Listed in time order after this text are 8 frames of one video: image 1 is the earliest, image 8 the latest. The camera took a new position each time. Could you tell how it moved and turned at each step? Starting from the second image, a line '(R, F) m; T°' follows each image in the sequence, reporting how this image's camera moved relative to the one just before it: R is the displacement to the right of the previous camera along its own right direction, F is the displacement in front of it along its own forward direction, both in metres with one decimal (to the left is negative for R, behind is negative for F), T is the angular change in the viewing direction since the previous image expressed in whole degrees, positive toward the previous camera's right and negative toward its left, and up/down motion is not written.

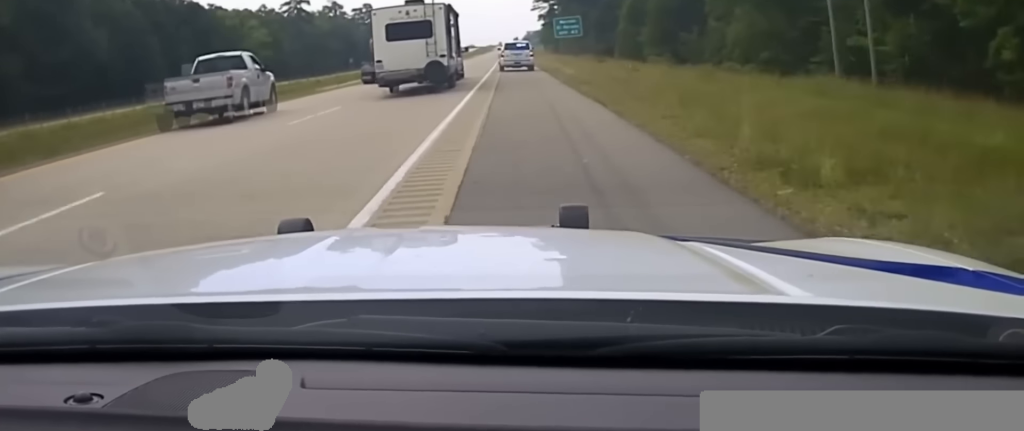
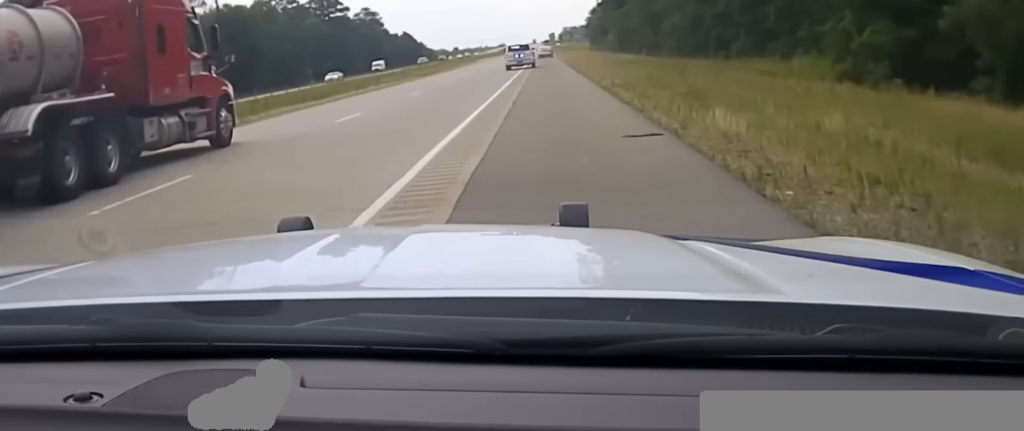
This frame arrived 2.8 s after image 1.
(-2.3, +124.1) m; -2°
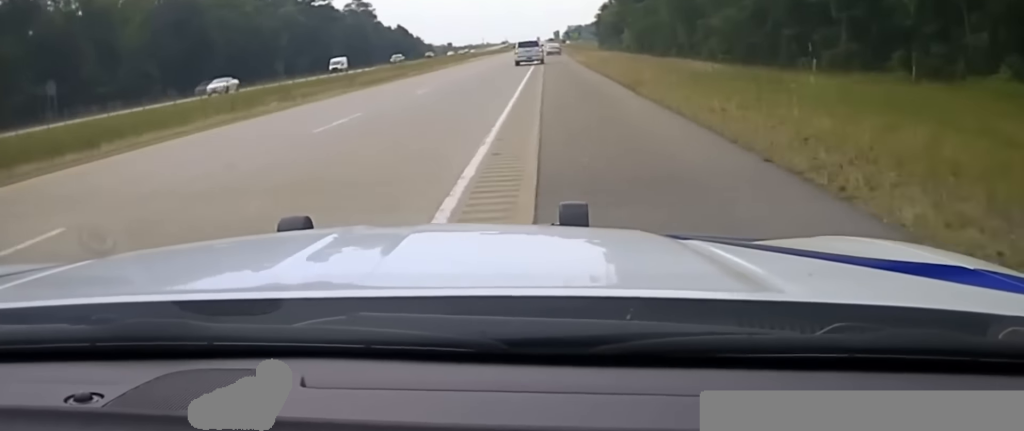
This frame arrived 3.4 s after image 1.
(0.0, +30.0) m; 0°
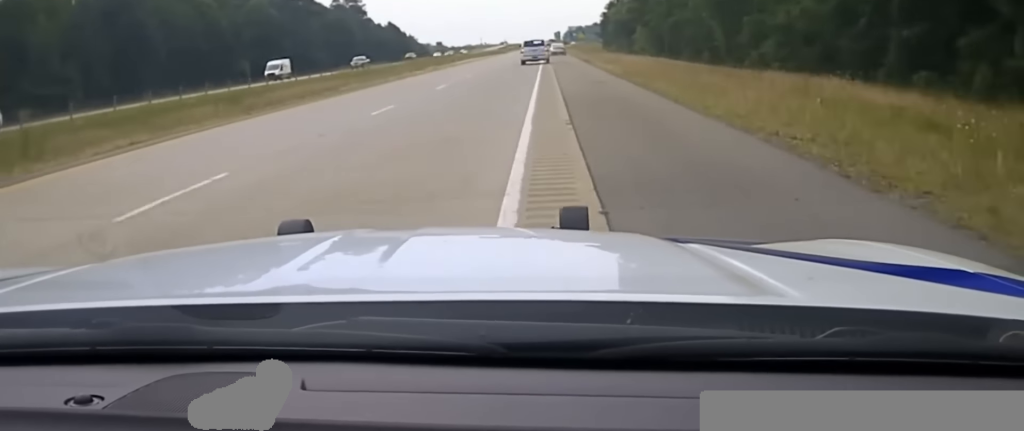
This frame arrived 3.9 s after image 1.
(0.0, +24.6) m; 0°
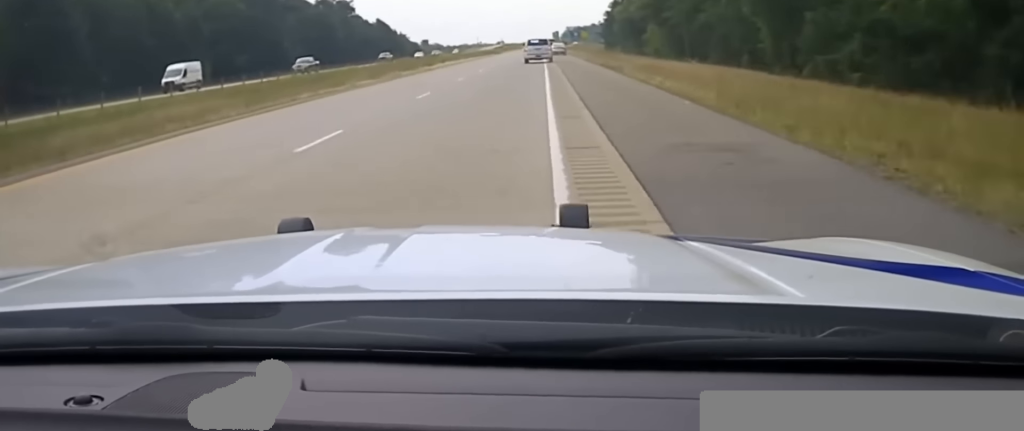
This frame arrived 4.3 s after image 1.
(0.0, +21.0) m; 0°
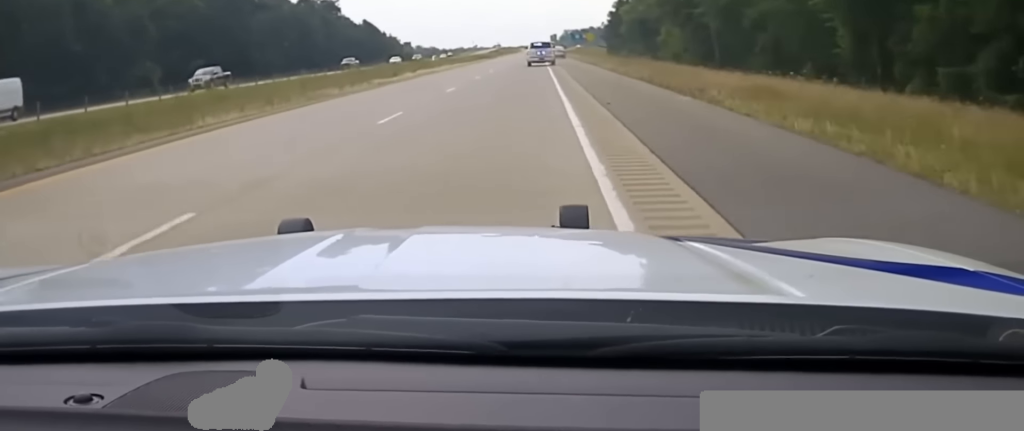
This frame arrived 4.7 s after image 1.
(0.0, +21.0) m; 0°
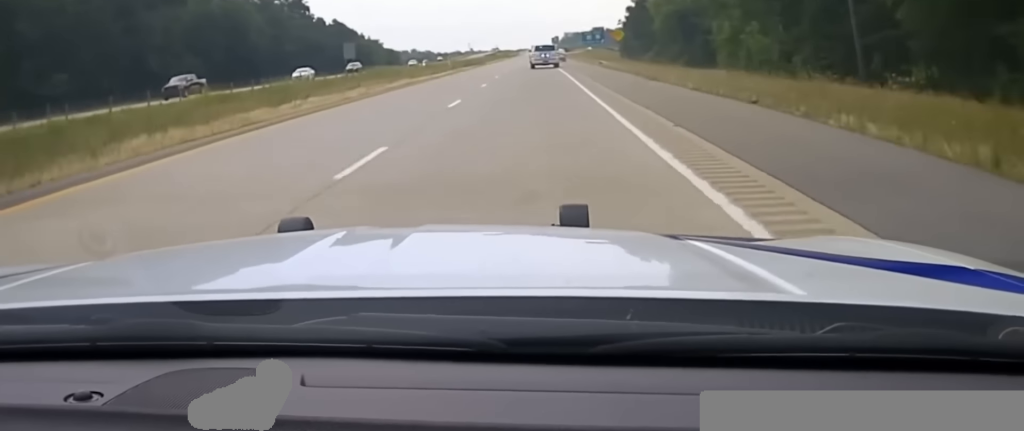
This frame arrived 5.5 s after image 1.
(+0.2, +44.8) m; 0°
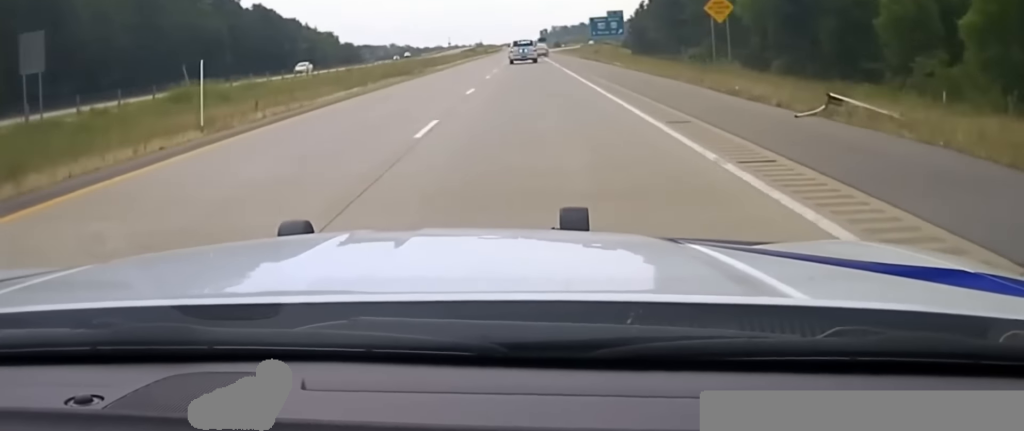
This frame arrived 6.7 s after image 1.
(+0.1, +58.6) m; 0°
